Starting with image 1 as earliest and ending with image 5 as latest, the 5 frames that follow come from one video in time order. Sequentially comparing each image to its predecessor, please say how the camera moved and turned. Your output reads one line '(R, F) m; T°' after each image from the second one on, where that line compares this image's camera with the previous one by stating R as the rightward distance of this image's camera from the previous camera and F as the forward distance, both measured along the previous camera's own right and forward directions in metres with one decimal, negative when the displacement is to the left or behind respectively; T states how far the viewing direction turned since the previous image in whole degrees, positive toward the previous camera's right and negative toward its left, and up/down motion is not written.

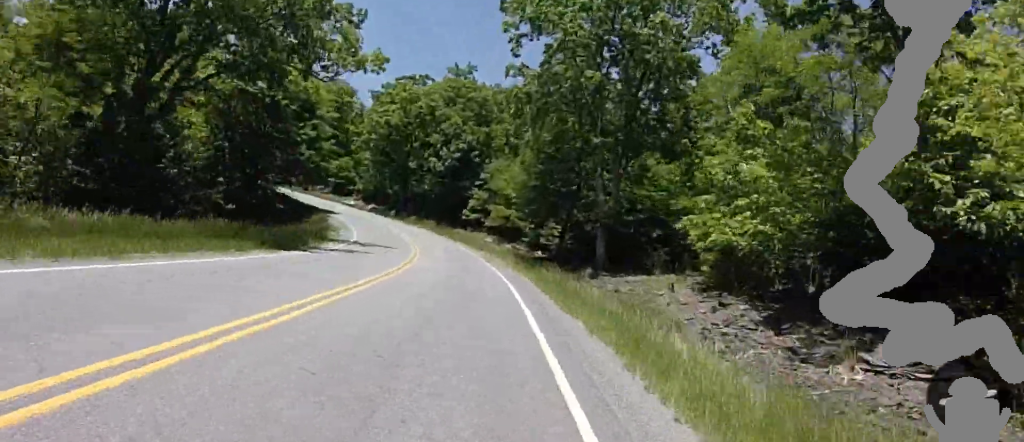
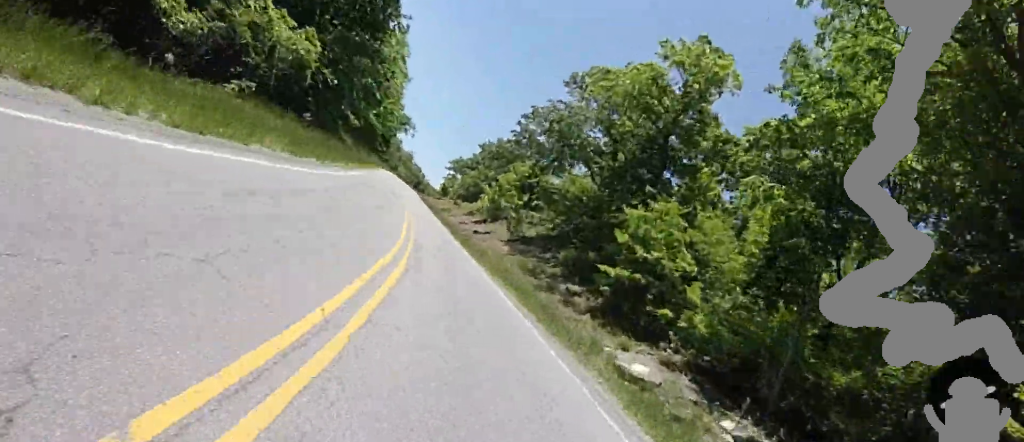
(-19.4, +49.3) m; -62°
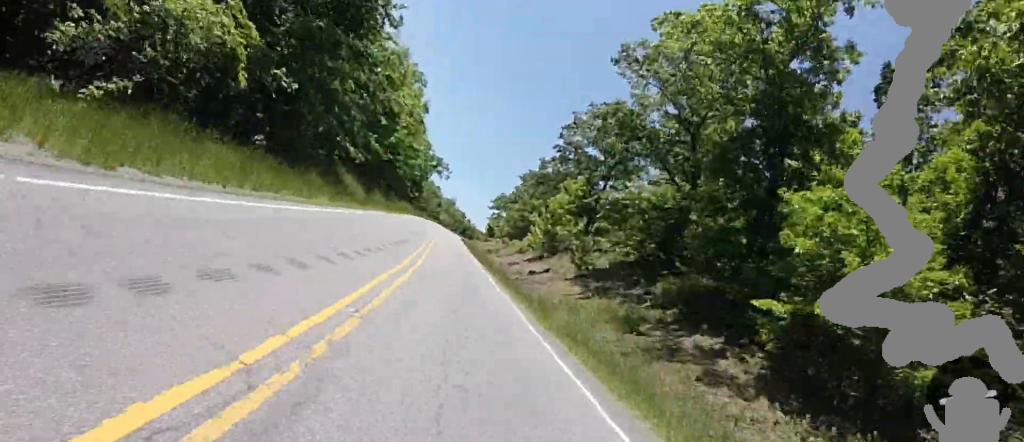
(-2.4, +9.0) m; -6°
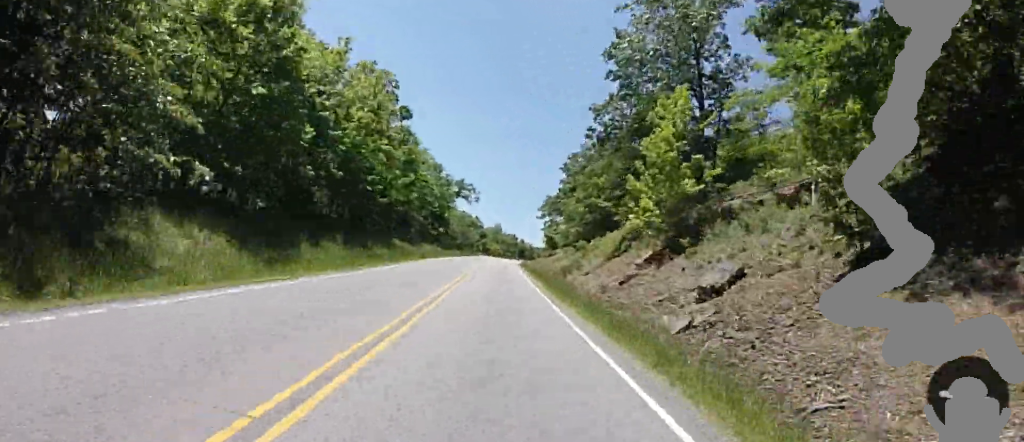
(-2.6, +18.5) m; -3°
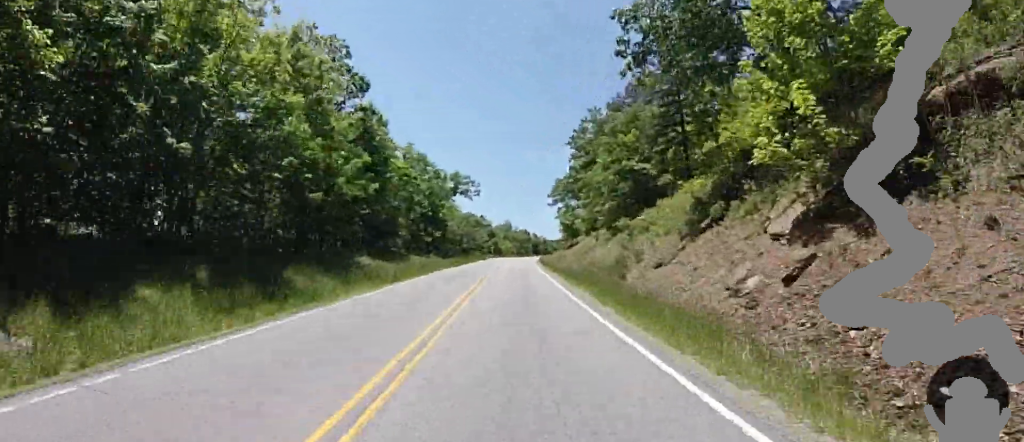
(-0.5, +10.1) m; +7°
